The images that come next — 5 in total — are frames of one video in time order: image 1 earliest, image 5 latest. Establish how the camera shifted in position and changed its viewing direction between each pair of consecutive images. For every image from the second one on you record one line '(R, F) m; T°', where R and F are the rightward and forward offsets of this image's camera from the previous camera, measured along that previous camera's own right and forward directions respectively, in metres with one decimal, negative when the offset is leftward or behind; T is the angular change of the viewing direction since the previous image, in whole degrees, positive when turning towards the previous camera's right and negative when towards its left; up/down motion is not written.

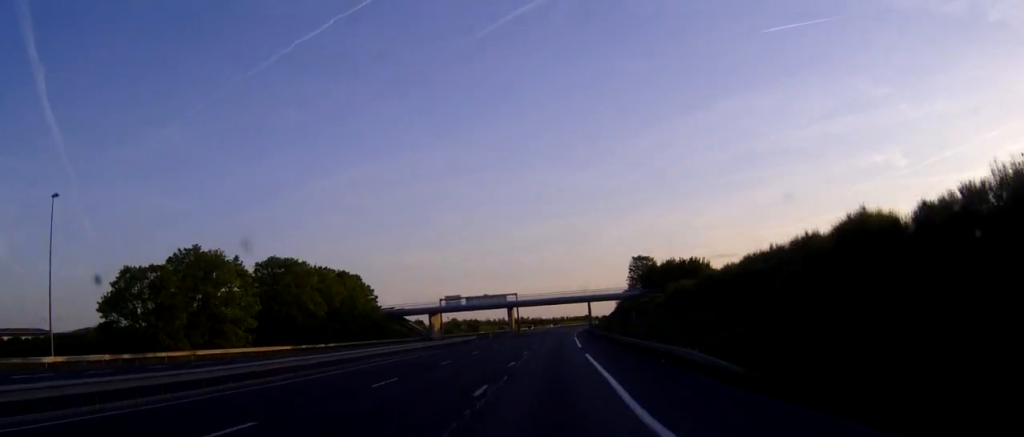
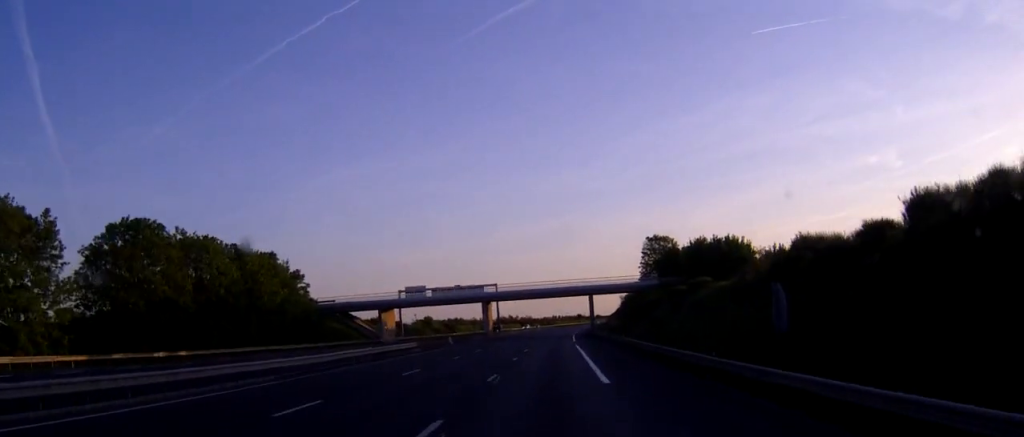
(+0.2, +34.1) m; +1°
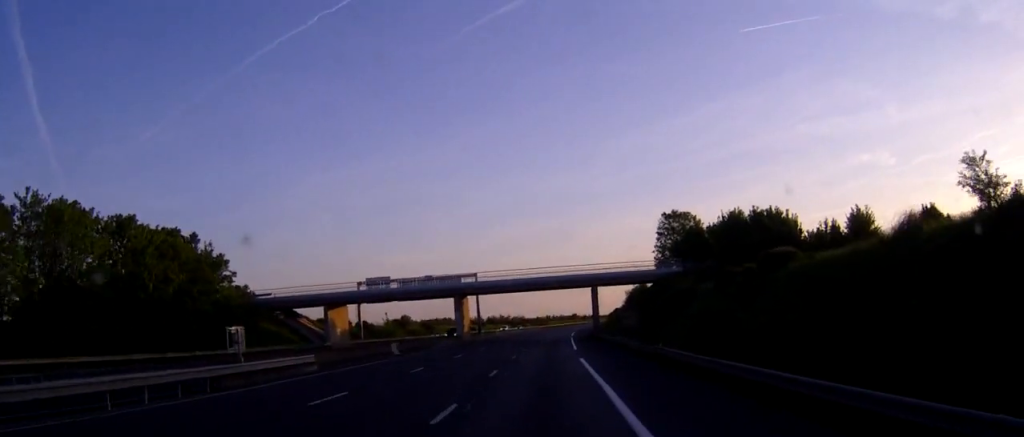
(+0.1, +22.8) m; 0°
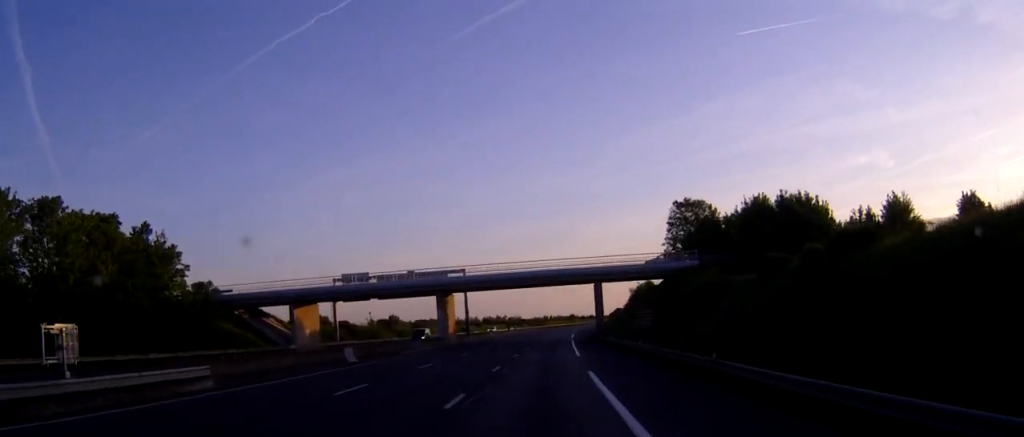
(0.0, +10.5) m; 0°
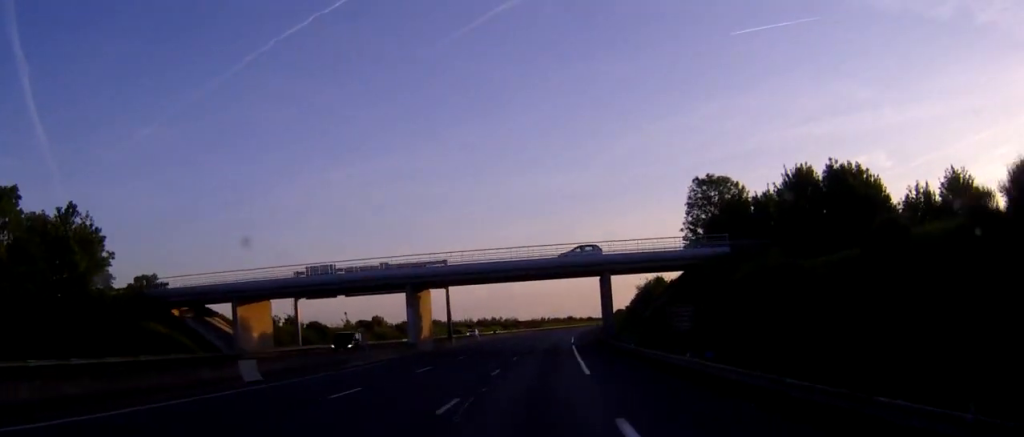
(0.0, +13.2) m; 0°
